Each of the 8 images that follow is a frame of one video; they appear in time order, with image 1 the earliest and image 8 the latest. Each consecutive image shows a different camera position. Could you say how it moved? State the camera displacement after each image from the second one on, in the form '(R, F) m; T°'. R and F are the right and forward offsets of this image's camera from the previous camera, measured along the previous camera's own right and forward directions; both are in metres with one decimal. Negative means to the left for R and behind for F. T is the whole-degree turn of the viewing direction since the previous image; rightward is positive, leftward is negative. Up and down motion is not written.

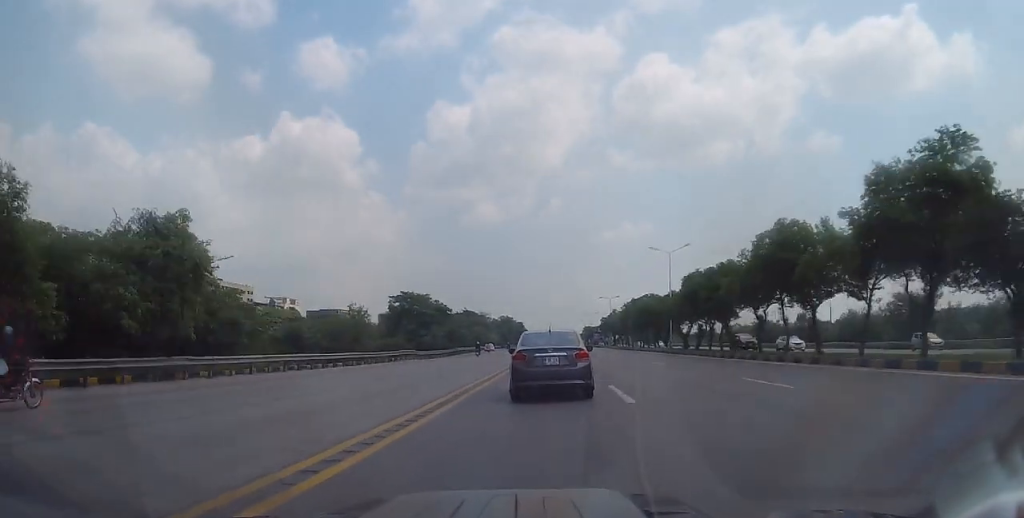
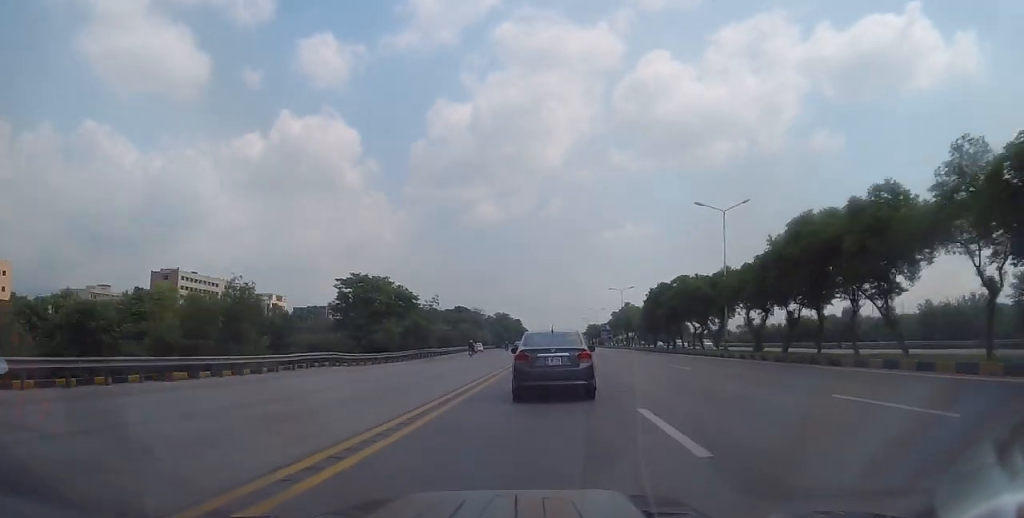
(-0.1, +21.8) m; -1°
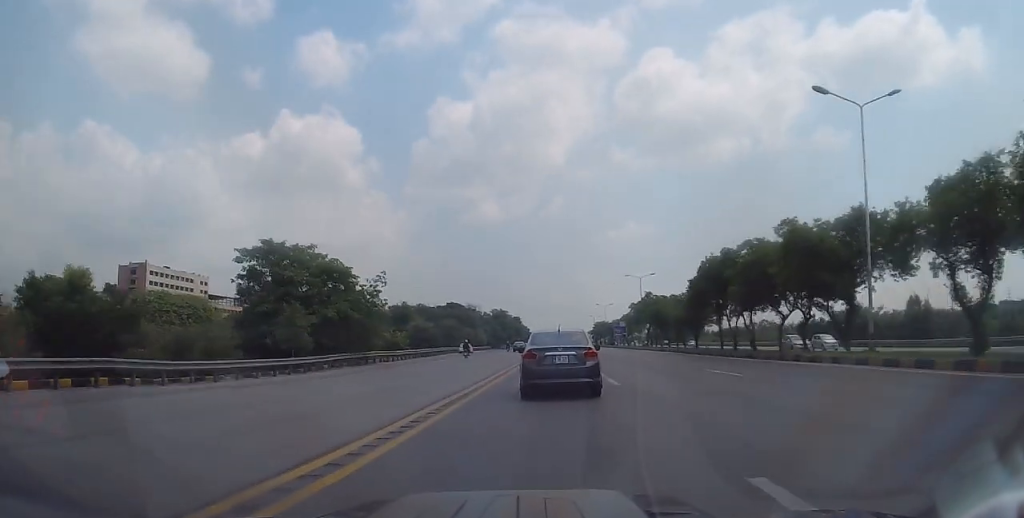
(-0.3, +21.6) m; 0°
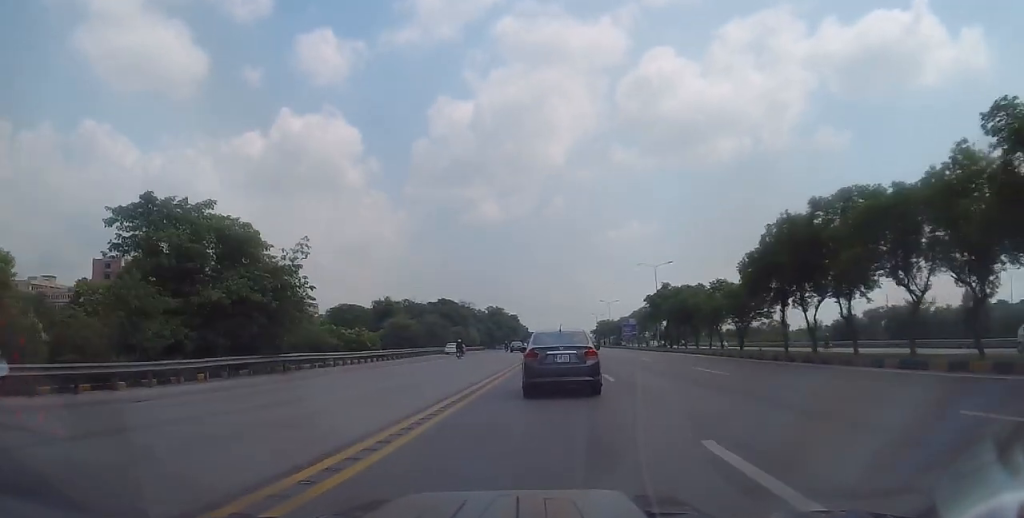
(+0.1, +14.3) m; +1°
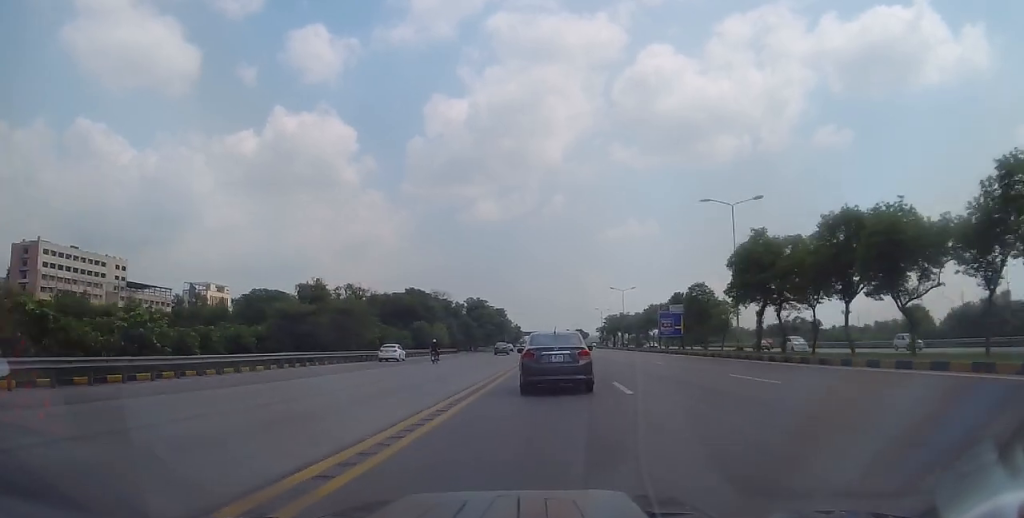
(0.0, +36.6) m; -1°
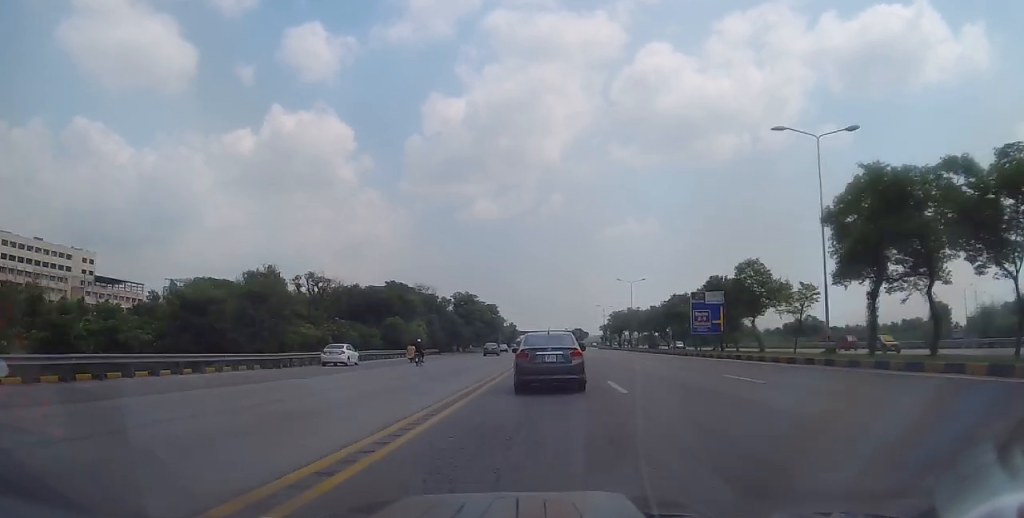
(0.0, +15.5) m; +1°
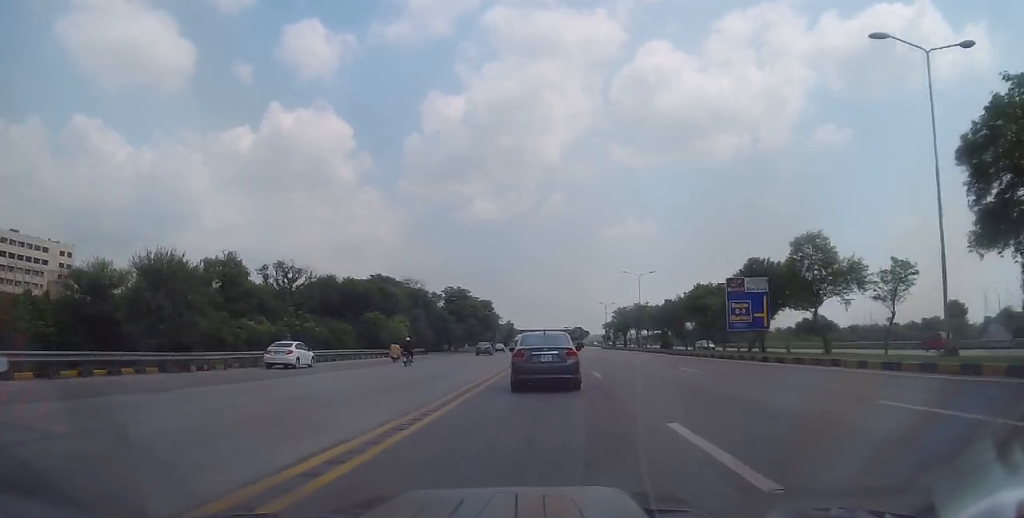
(-0.1, +9.9) m; +2°
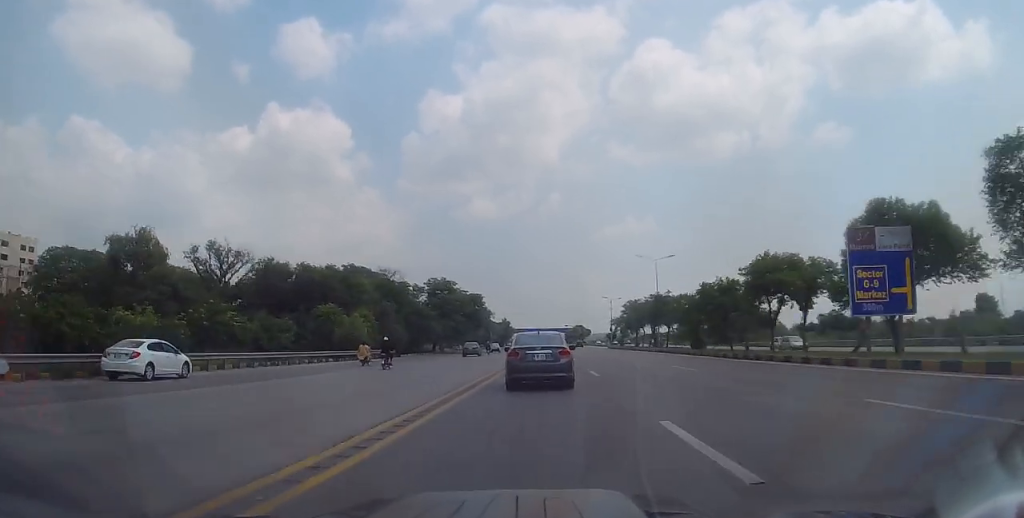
(+0.6, +16.1) m; 0°
